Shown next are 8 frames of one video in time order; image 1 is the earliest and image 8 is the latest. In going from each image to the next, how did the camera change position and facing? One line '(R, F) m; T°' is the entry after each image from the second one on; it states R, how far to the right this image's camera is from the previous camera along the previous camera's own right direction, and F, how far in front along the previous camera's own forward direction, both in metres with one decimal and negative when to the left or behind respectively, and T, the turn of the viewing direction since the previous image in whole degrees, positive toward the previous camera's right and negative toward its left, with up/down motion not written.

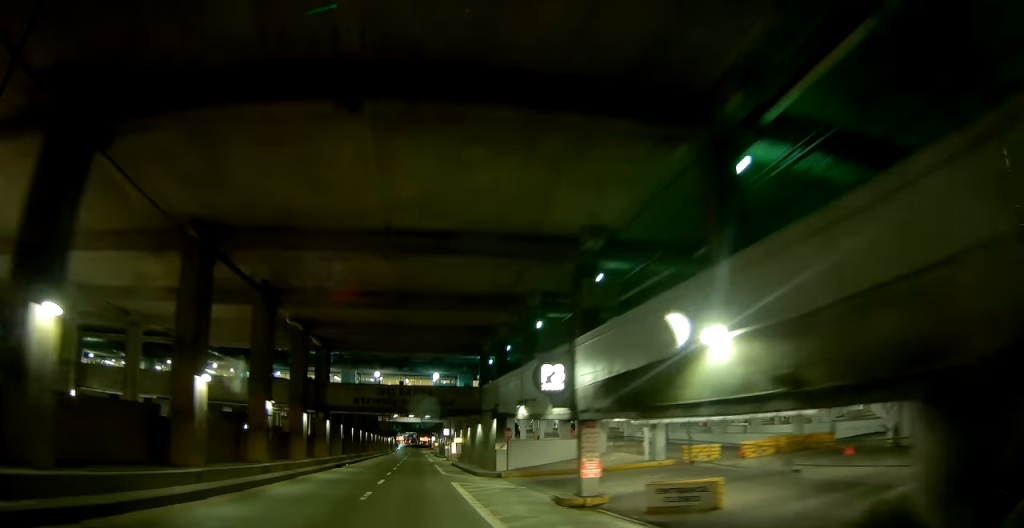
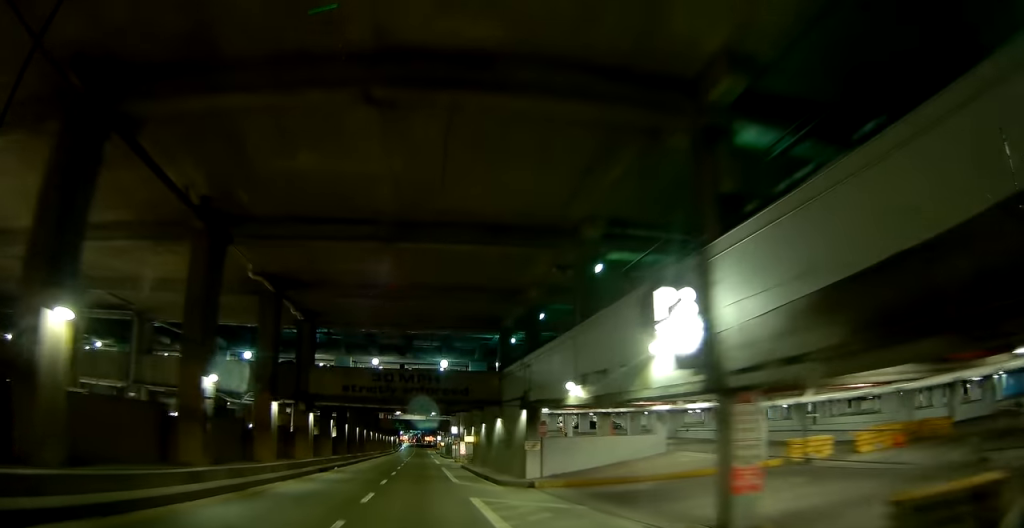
(-0.1, +9.0) m; -1°
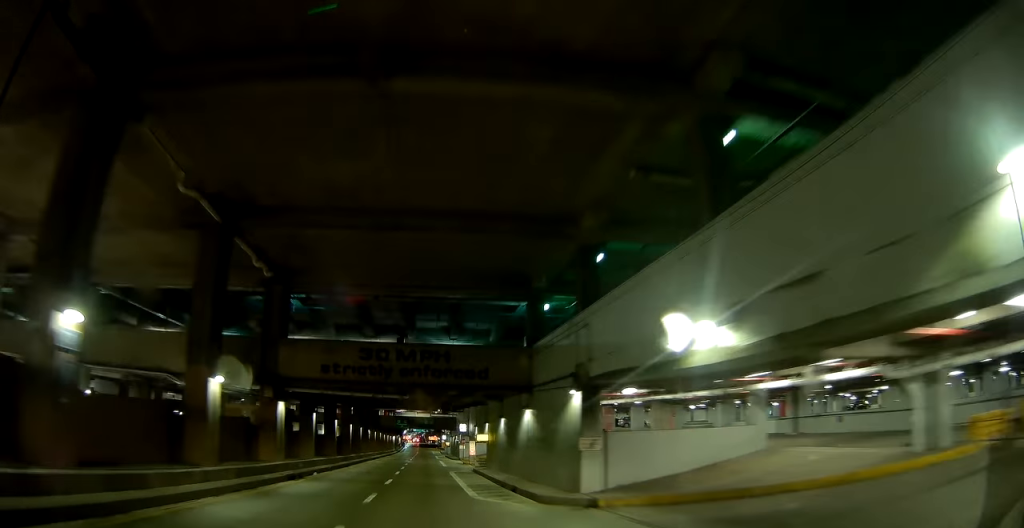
(-0.1, +8.9) m; -1°
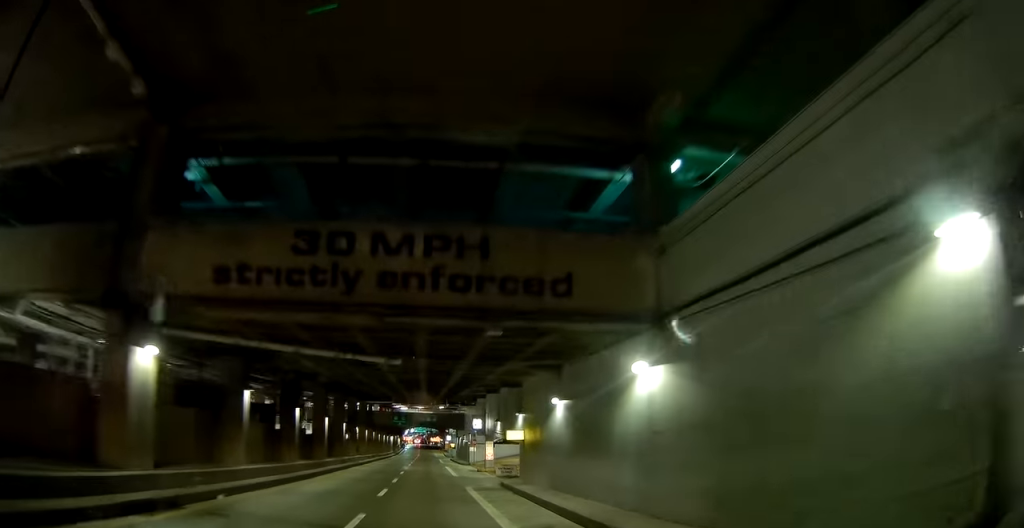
(0.0, +14.7) m; 0°
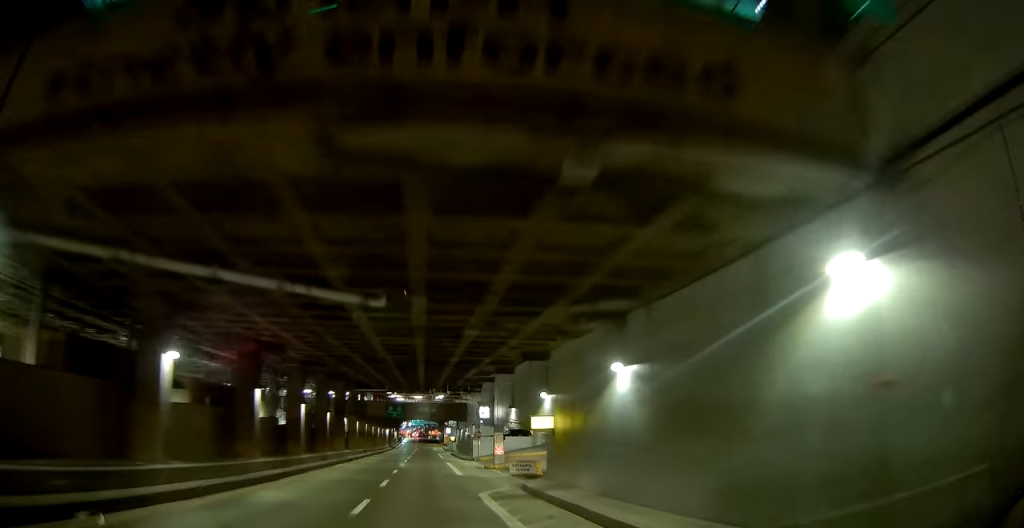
(0.0, +7.1) m; 0°
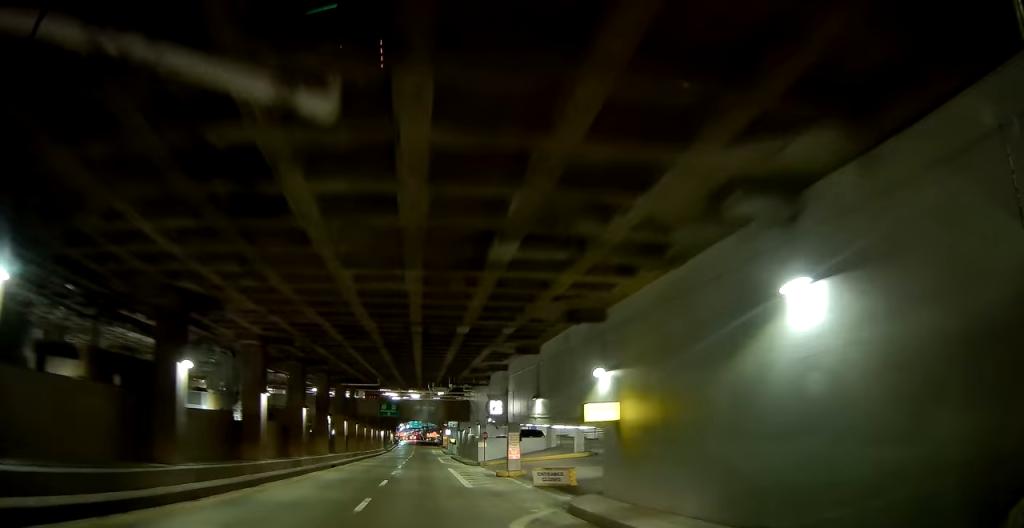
(0.0, +7.5) m; 0°
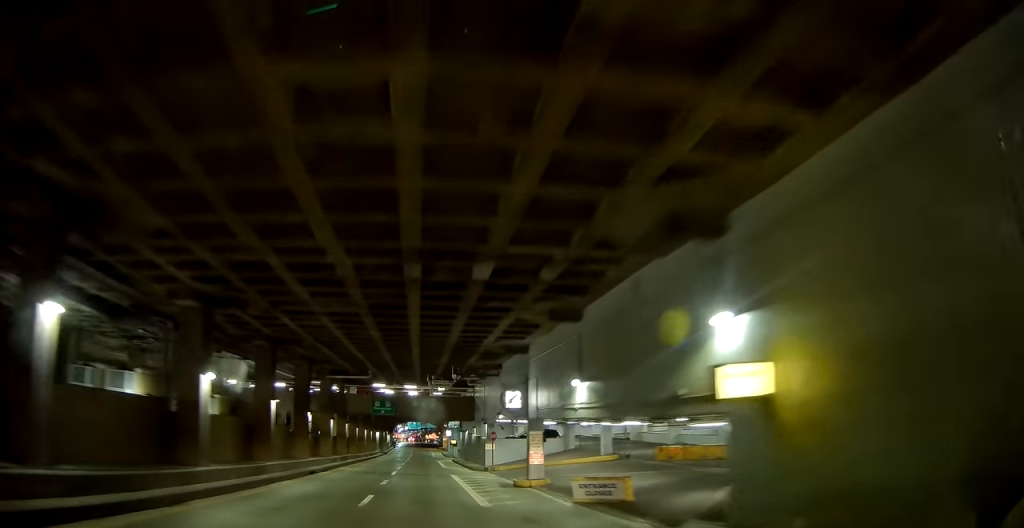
(0.0, +6.7) m; 0°
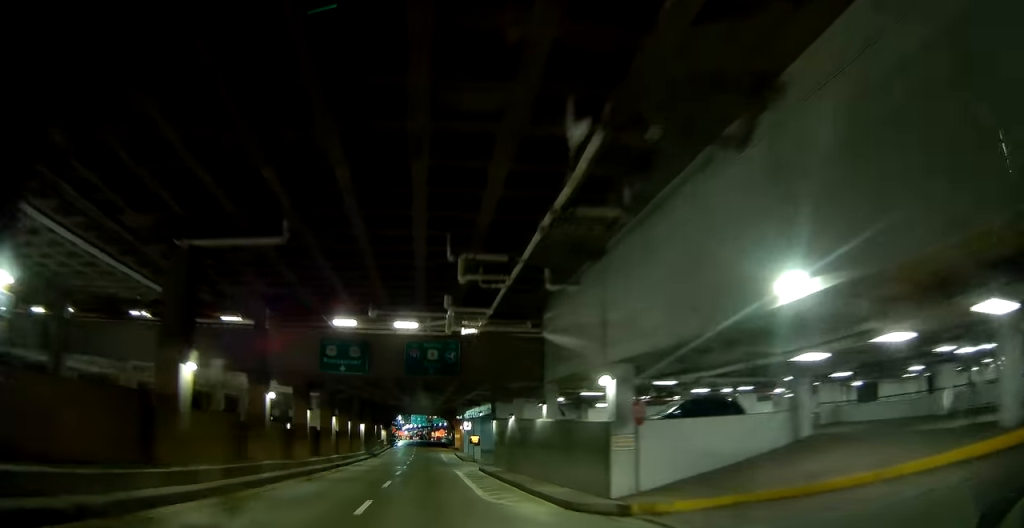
(+0.1, +27.7) m; 0°
